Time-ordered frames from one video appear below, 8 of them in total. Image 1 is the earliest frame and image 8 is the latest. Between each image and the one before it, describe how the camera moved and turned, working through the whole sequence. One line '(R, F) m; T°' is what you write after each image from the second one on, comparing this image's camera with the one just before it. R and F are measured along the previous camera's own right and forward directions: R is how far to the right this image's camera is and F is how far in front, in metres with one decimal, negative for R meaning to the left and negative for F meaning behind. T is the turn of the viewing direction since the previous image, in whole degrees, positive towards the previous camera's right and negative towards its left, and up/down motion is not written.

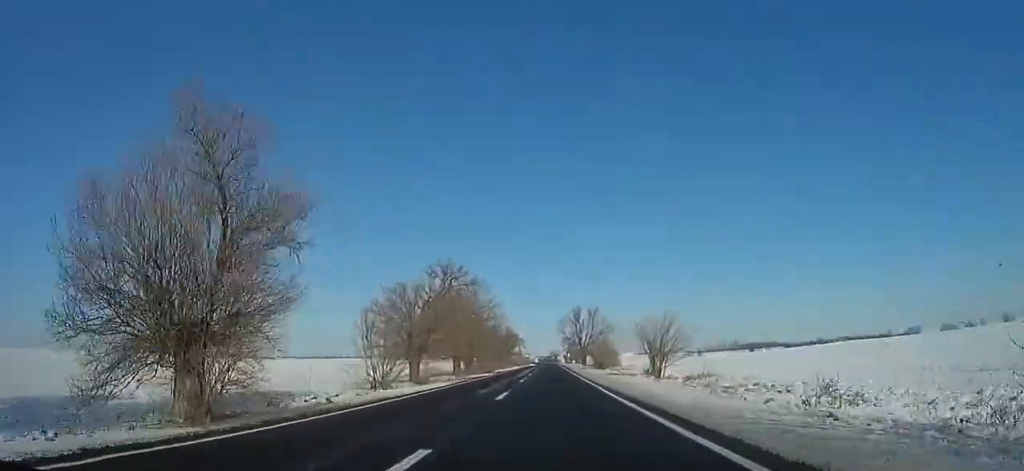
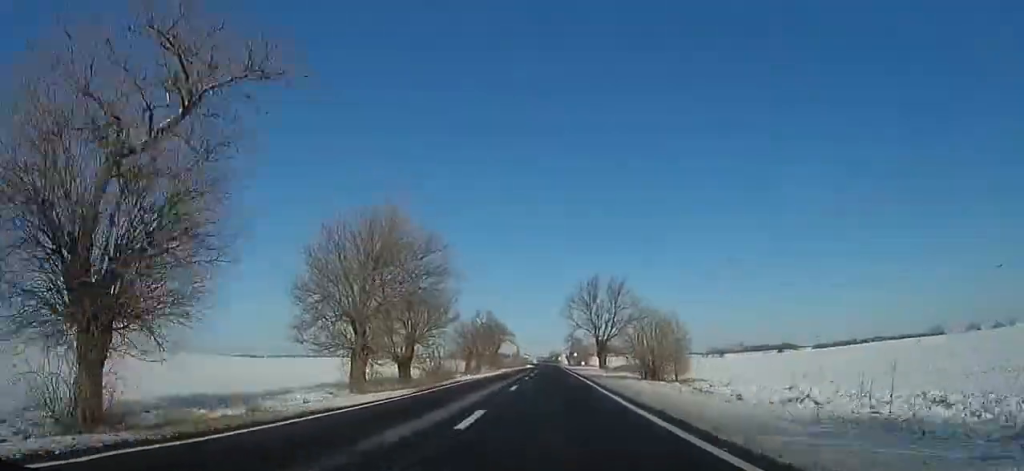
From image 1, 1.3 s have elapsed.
(0.0, +30.7) m; 0°
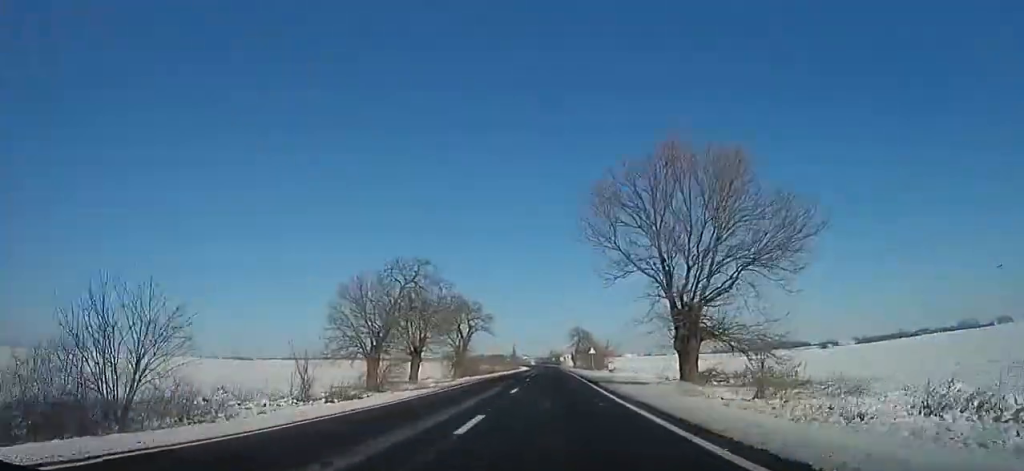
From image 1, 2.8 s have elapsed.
(-0.1, +36.1) m; 0°
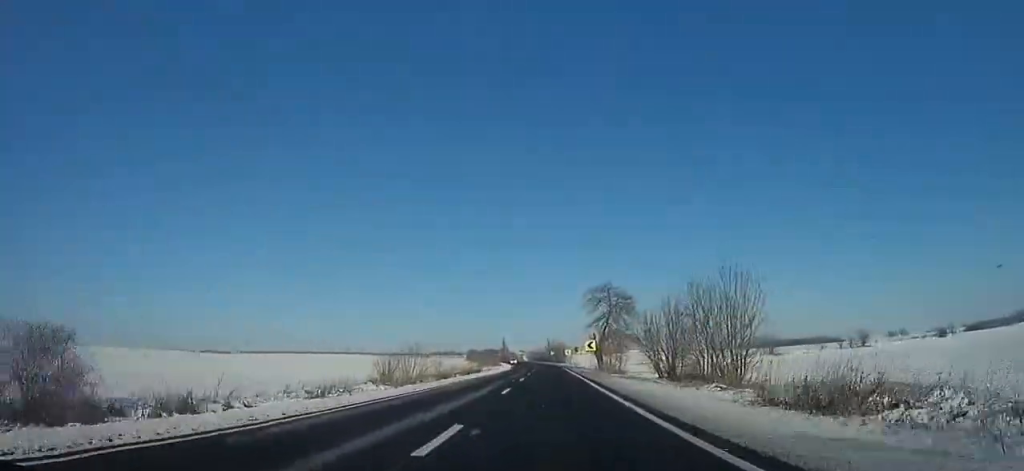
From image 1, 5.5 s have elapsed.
(-0.3, +61.8) m; +1°
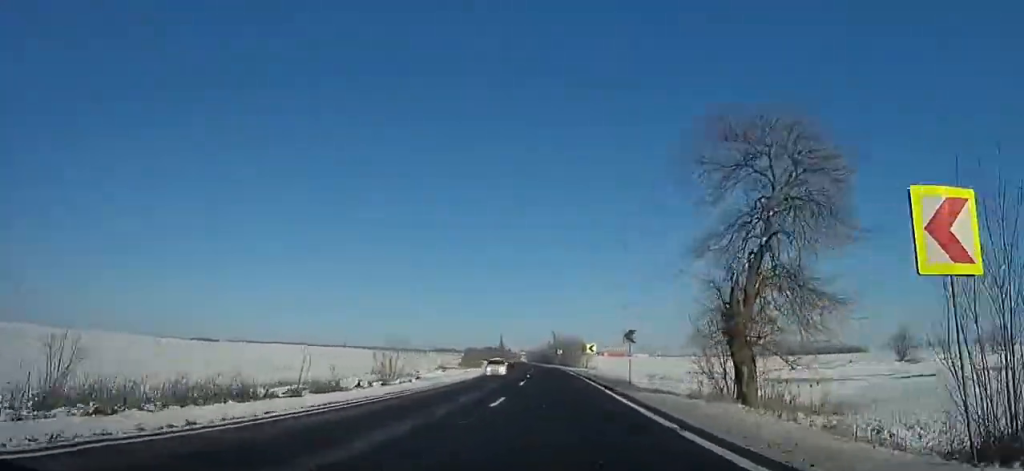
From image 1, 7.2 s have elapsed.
(+0.6, +40.4) m; 0°
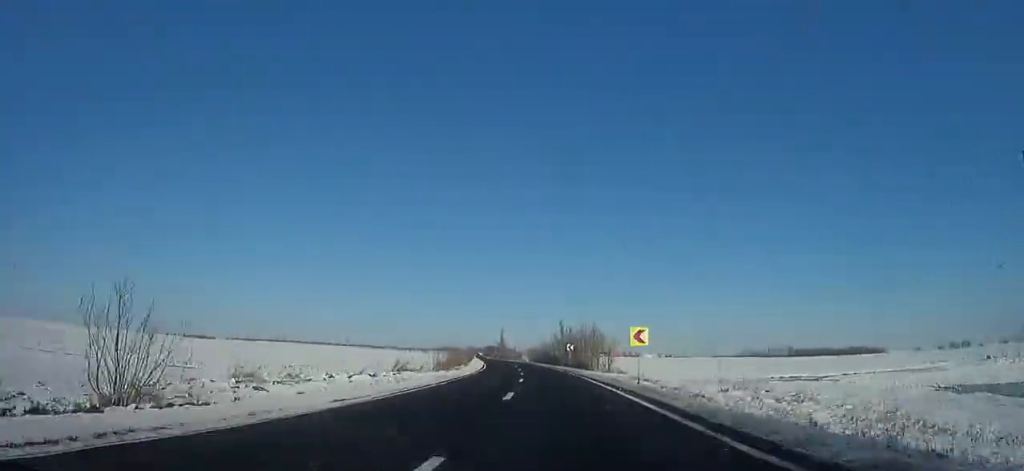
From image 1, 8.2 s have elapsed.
(+0.5, +22.4) m; -1°
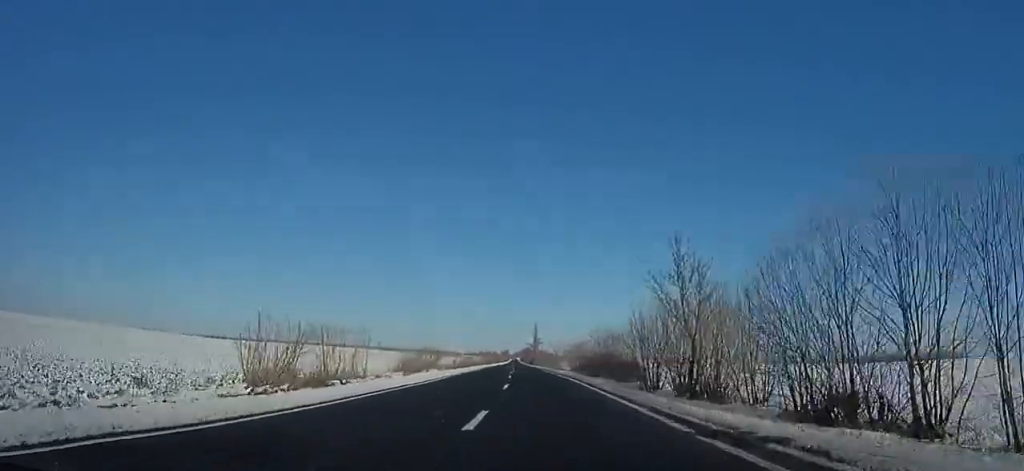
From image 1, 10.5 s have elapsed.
(-2.5, +54.3) m; -4°
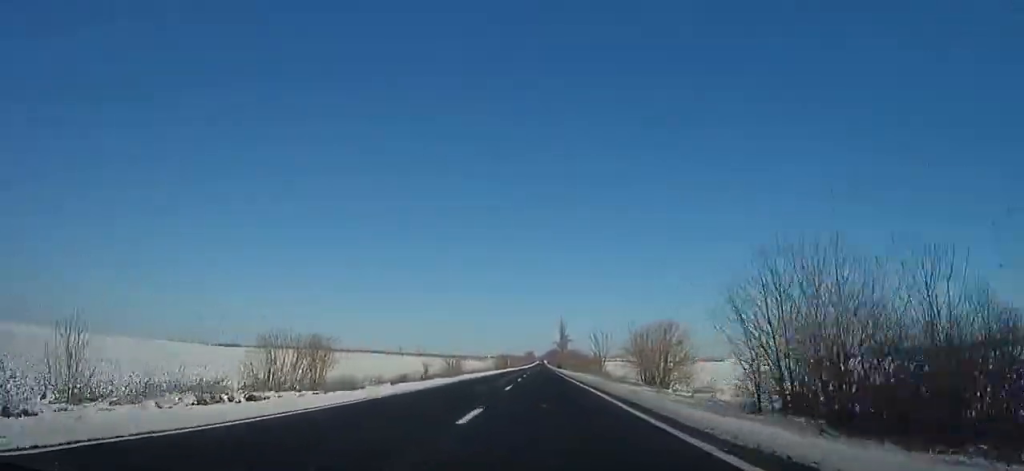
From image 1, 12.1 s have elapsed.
(-0.6, +35.3) m; -2°
